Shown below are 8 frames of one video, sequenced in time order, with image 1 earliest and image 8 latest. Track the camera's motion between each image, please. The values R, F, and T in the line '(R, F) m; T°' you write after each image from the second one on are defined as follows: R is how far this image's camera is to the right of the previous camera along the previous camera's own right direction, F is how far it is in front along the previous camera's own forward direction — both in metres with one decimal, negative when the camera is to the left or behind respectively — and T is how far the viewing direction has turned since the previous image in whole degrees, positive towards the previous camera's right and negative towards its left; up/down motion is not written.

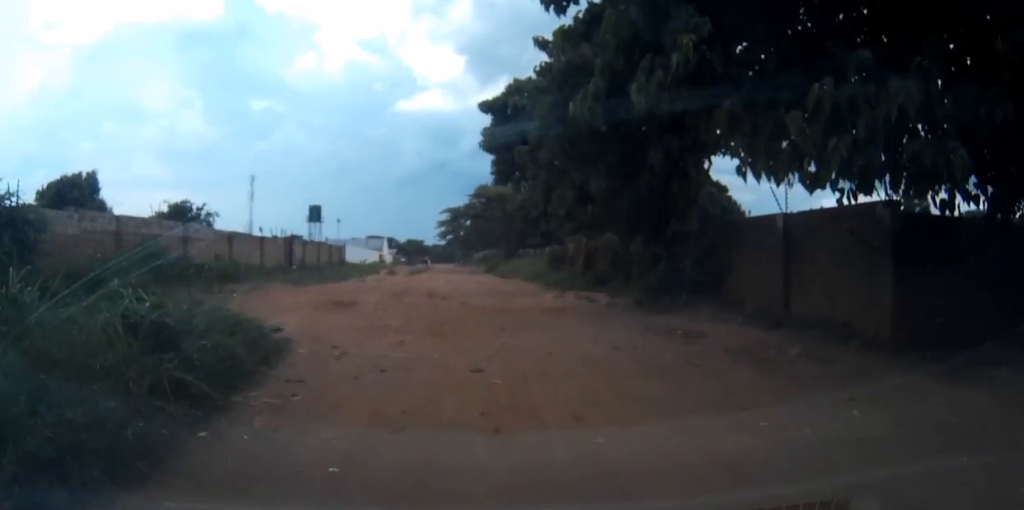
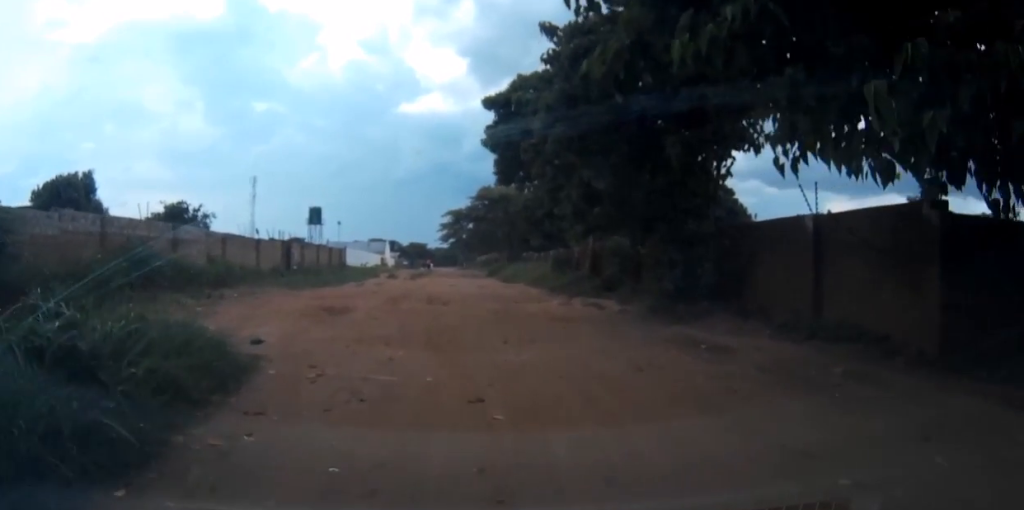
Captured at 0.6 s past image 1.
(0.0, +1.7) m; -3°
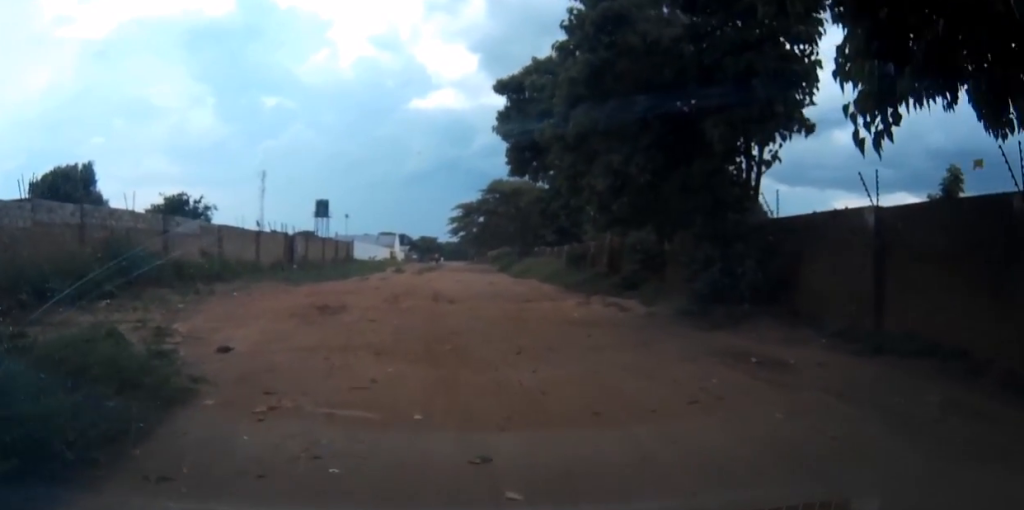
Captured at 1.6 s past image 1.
(-0.1, +2.2) m; -5°
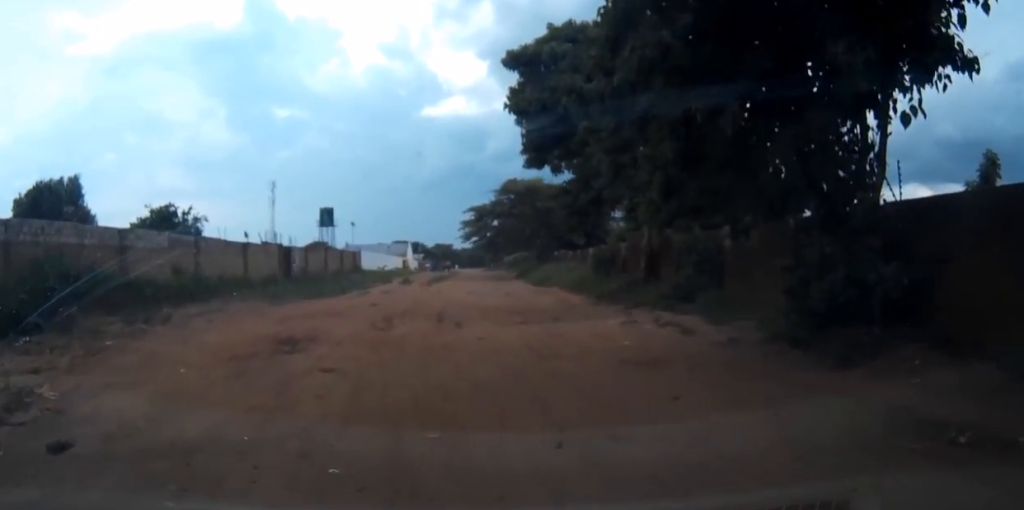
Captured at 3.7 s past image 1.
(0.0, +4.6) m; -3°
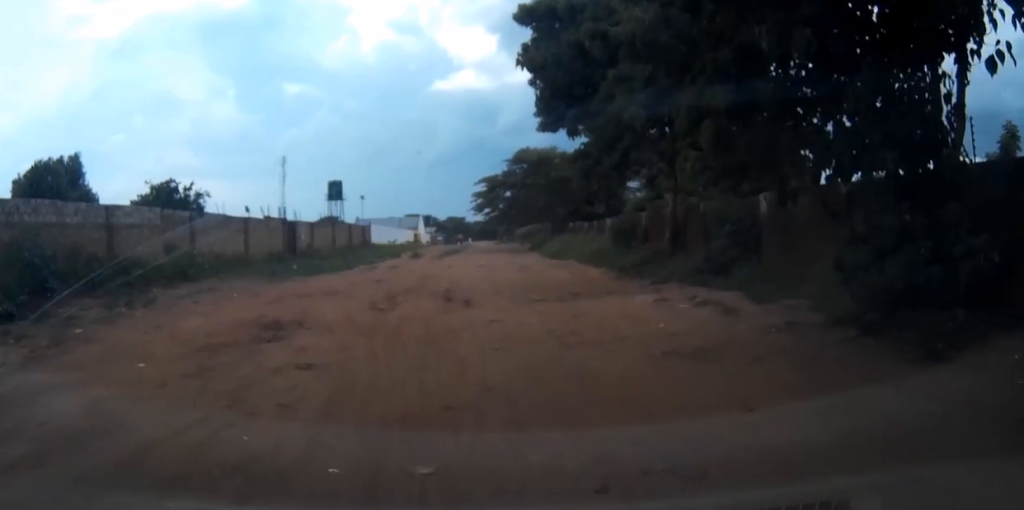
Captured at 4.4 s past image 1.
(-0.1, +2.0) m; -2°
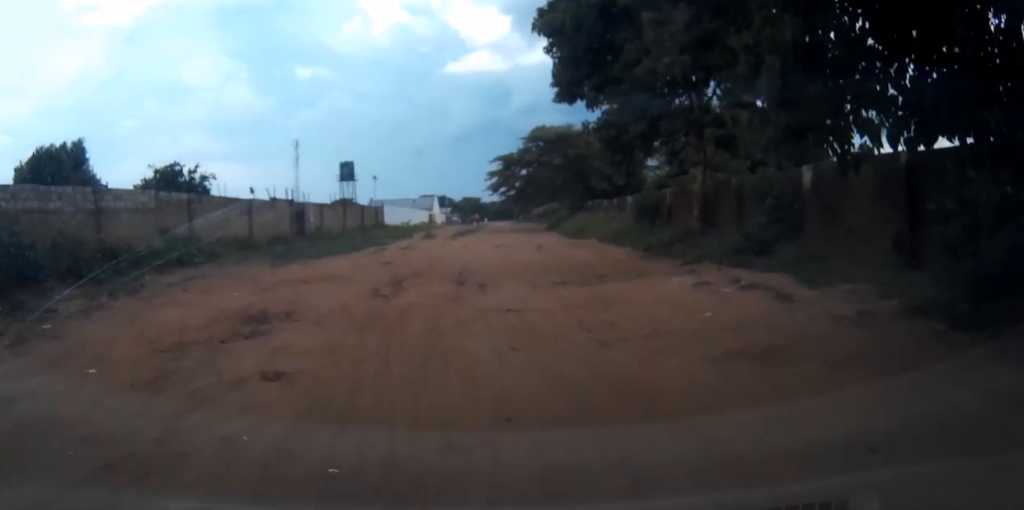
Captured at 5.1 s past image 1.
(0.0, +1.9) m; 0°
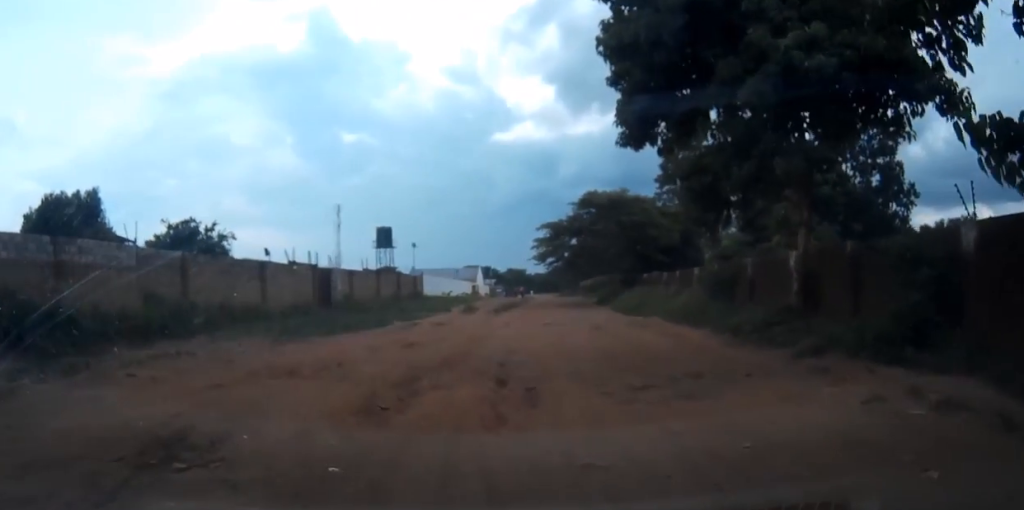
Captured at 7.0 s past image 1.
(0.0, +5.0) m; +1°
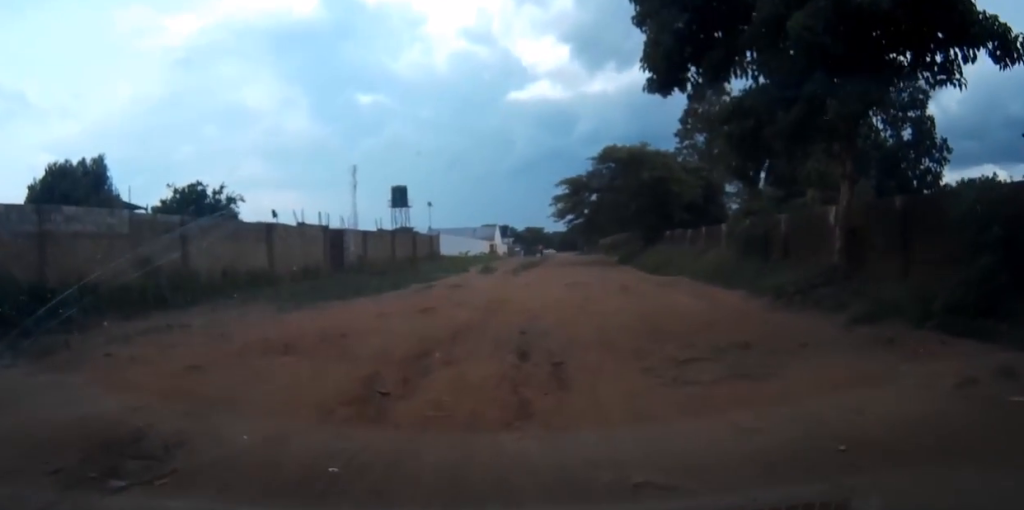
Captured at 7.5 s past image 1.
(0.0, +1.5) m; +1°
